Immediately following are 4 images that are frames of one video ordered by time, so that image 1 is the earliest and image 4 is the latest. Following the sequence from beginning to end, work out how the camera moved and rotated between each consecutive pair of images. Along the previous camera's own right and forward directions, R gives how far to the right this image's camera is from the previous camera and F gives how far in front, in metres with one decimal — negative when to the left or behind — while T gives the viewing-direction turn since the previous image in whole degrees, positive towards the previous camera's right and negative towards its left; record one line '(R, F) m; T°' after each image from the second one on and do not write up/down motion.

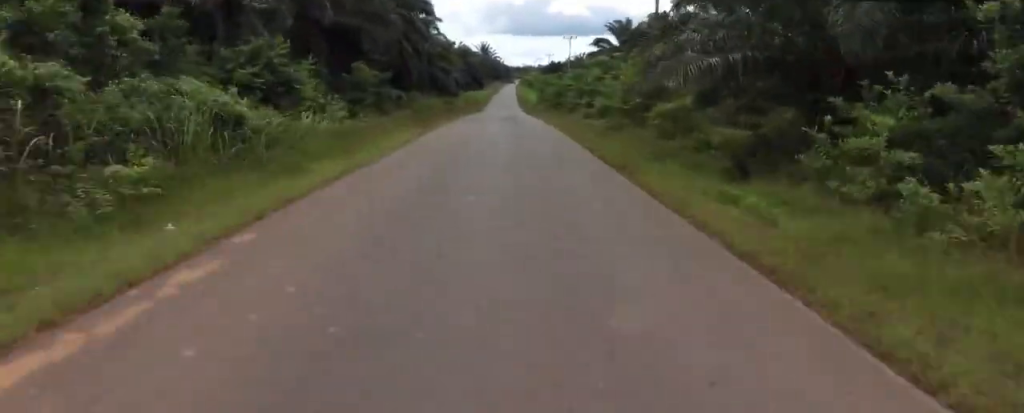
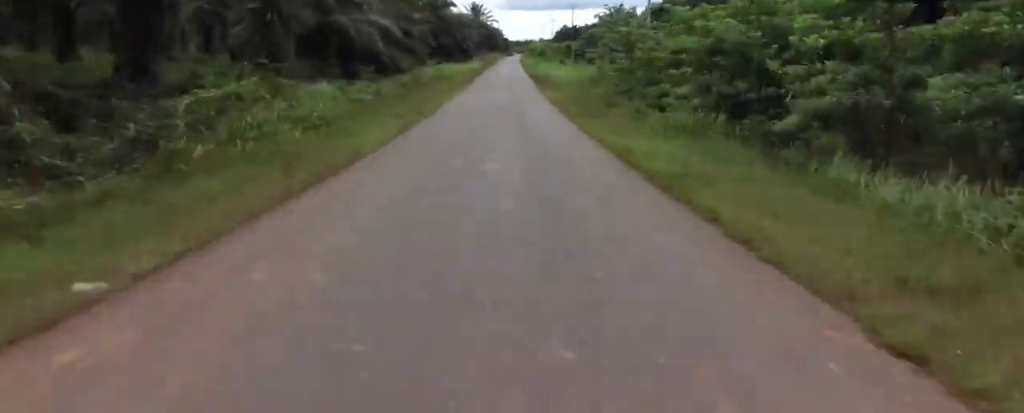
(0.0, +50.3) m; 0°
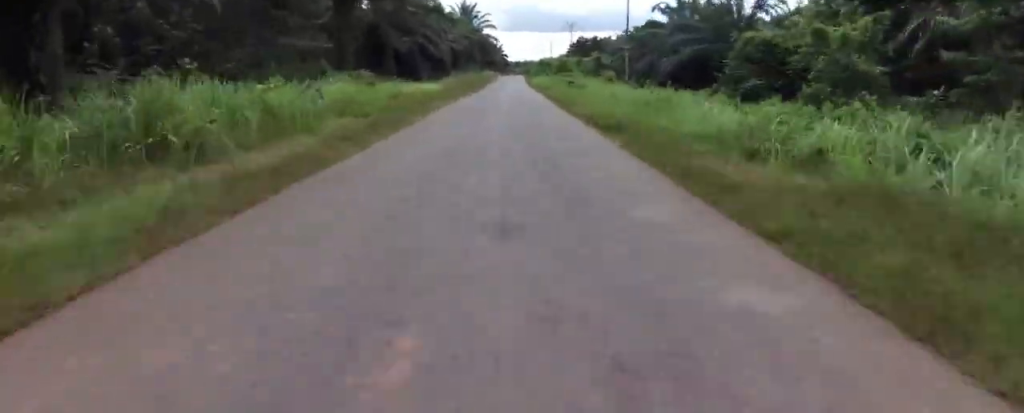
(0.0, +41.0) m; 0°
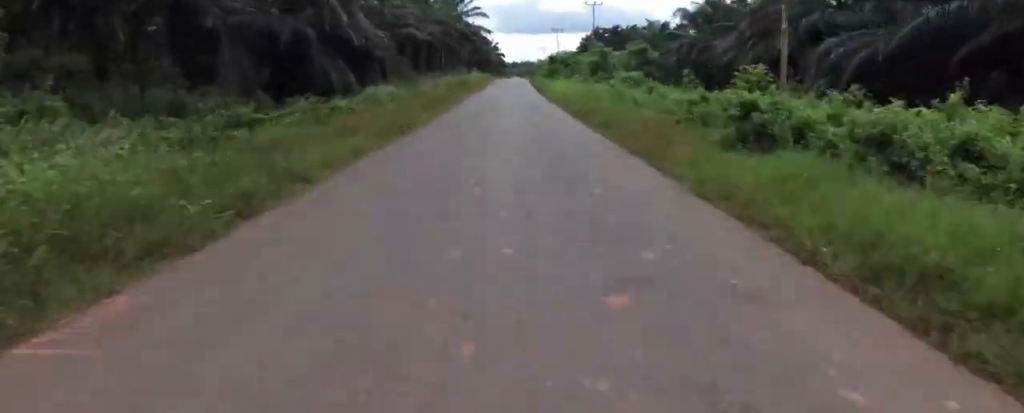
(0.0, +29.8) m; 0°
